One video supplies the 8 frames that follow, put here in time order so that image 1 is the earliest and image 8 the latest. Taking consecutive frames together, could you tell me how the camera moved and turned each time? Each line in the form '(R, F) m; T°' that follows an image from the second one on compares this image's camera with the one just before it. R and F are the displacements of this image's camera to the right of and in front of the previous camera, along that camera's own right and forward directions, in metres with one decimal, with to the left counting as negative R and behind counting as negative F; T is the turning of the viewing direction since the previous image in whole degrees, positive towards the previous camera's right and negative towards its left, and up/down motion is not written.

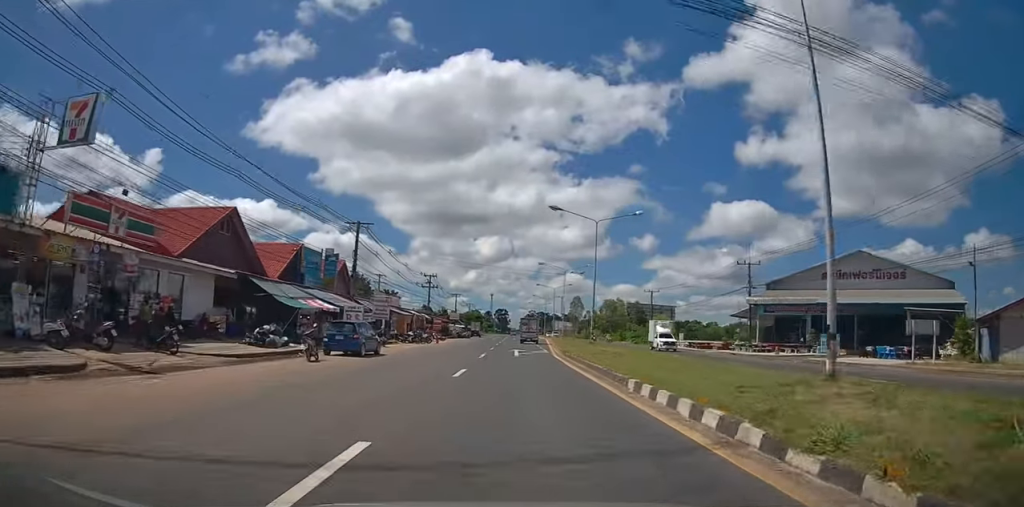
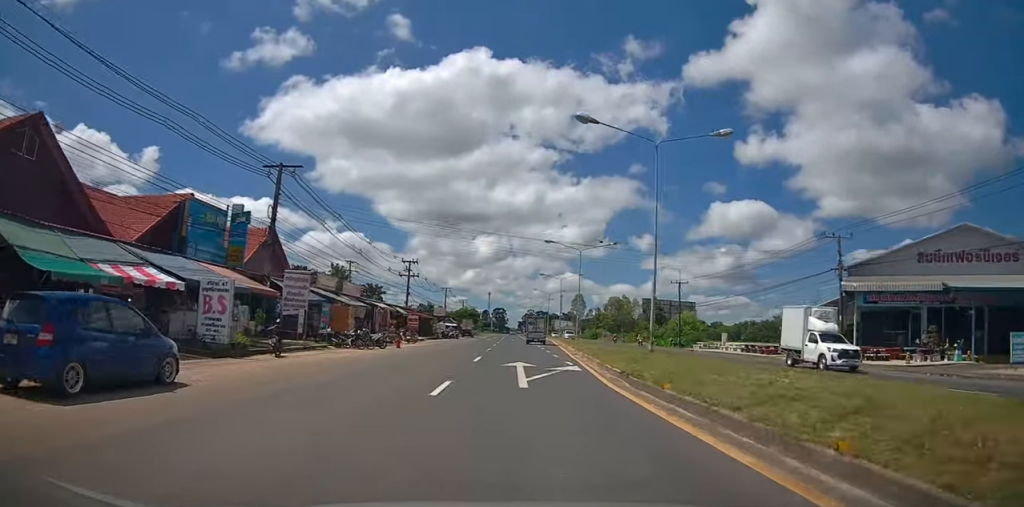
(+0.2, +16.5) m; +1°
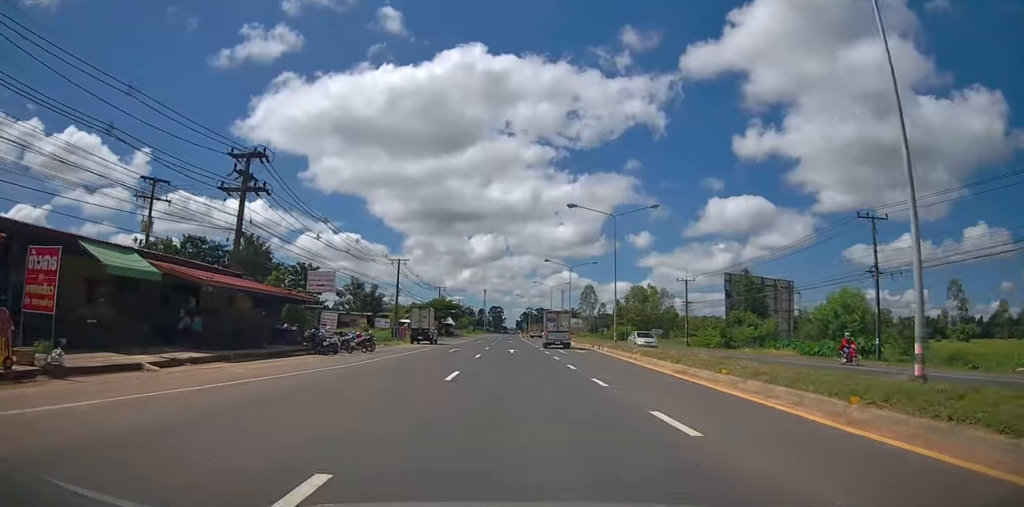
(-0.3, +44.6) m; -1°
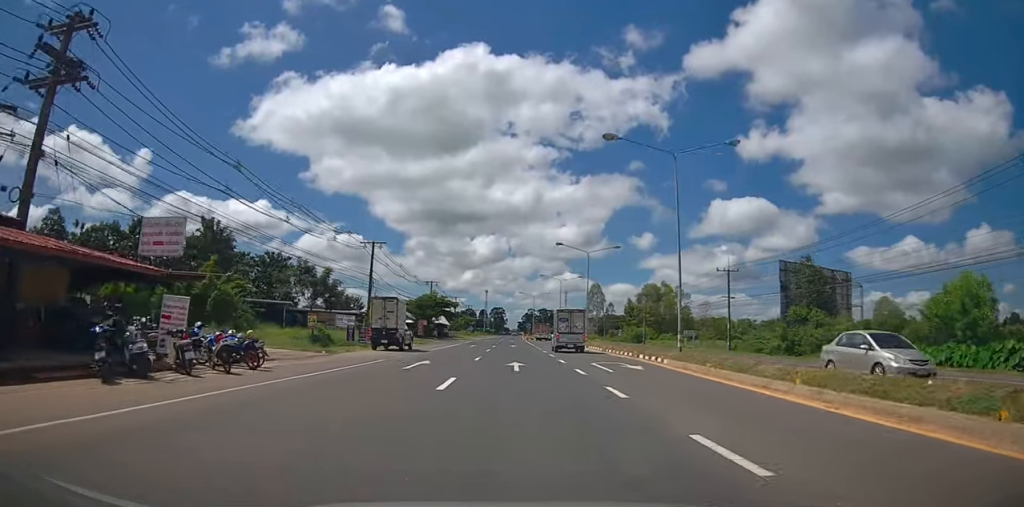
(0.0, +13.7) m; 0°
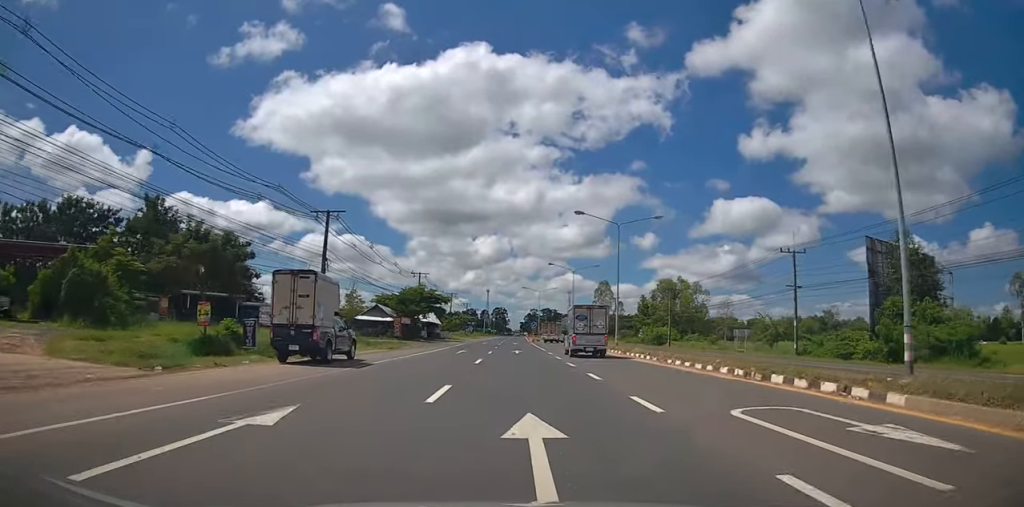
(0.0, +14.0) m; 0°
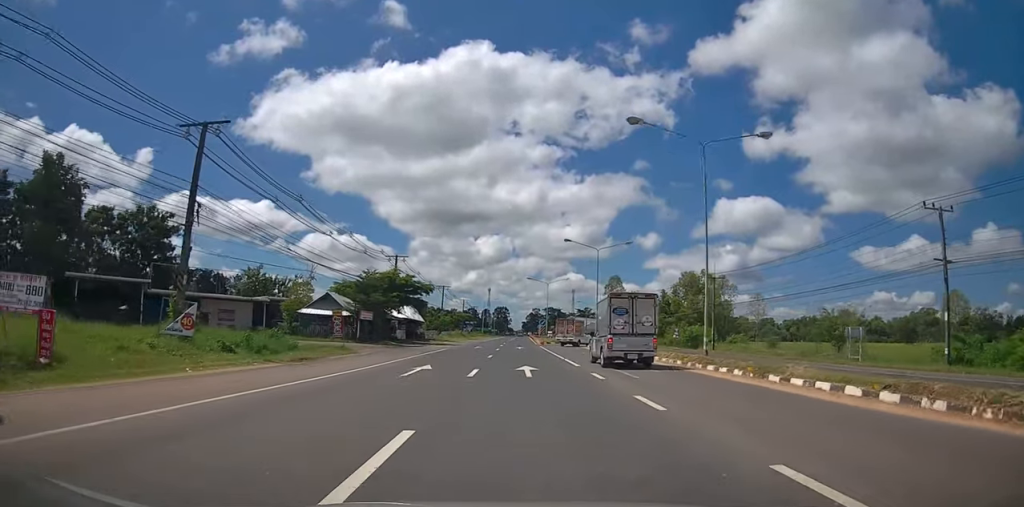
(+0.1, +17.6) m; +1°
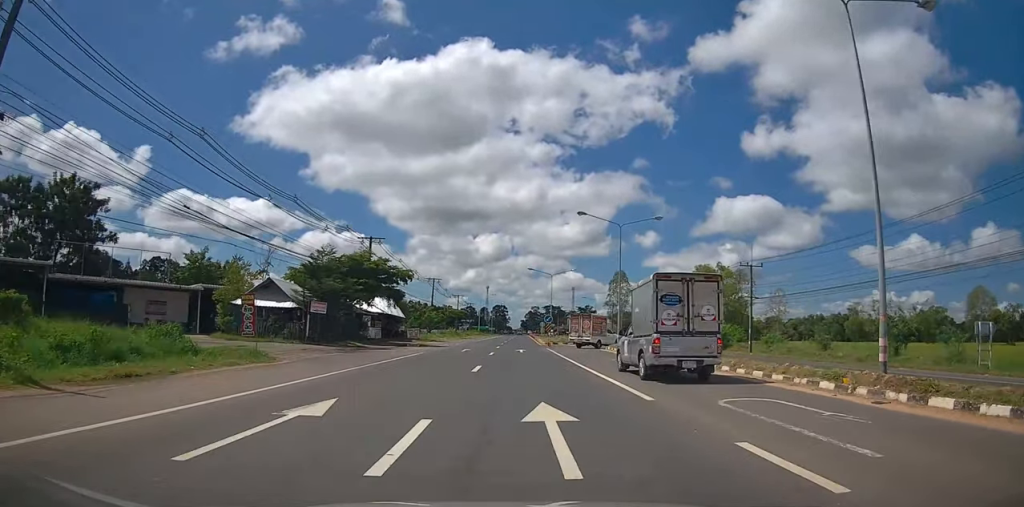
(+0.2, +11.1) m; 0°
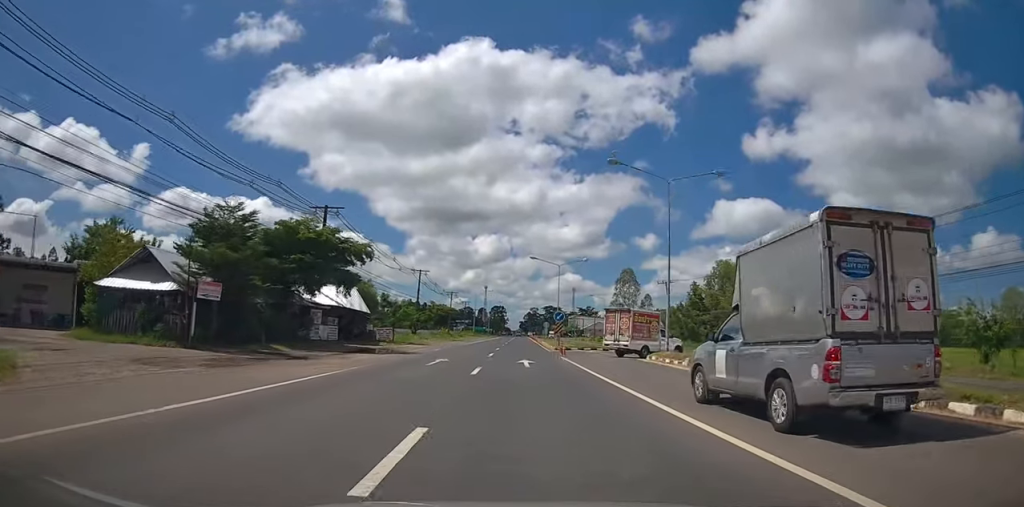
(0.0, +12.6) m; 0°
